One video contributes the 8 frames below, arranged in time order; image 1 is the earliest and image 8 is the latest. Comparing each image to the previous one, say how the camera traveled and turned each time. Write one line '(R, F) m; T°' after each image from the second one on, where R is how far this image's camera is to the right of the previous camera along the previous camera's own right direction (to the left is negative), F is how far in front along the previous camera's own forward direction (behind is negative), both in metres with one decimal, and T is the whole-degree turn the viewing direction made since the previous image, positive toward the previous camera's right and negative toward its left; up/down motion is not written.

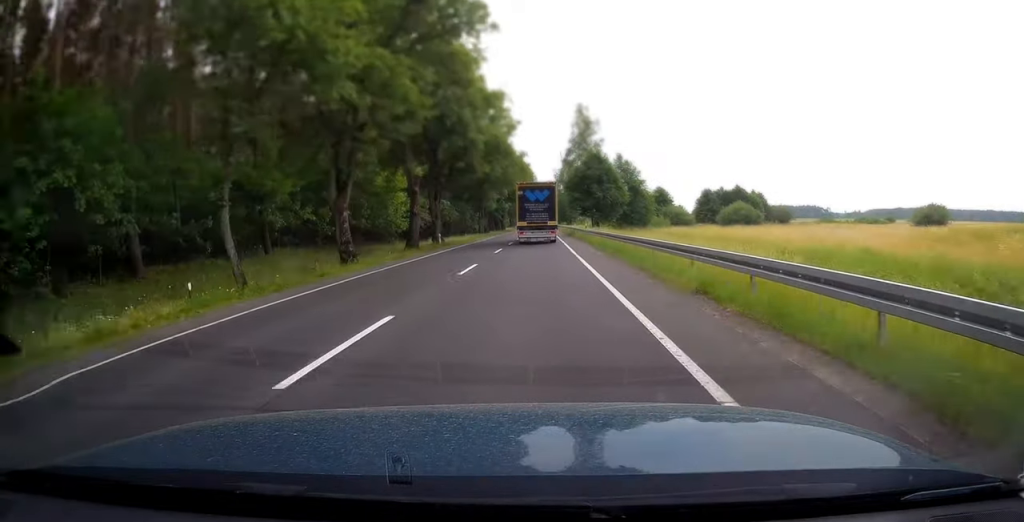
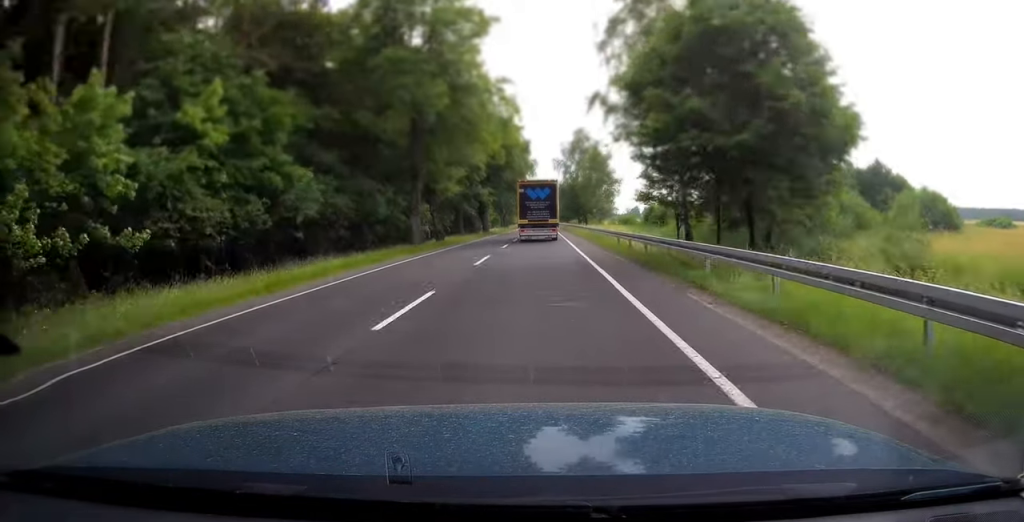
(-0.4, +44.7) m; 0°
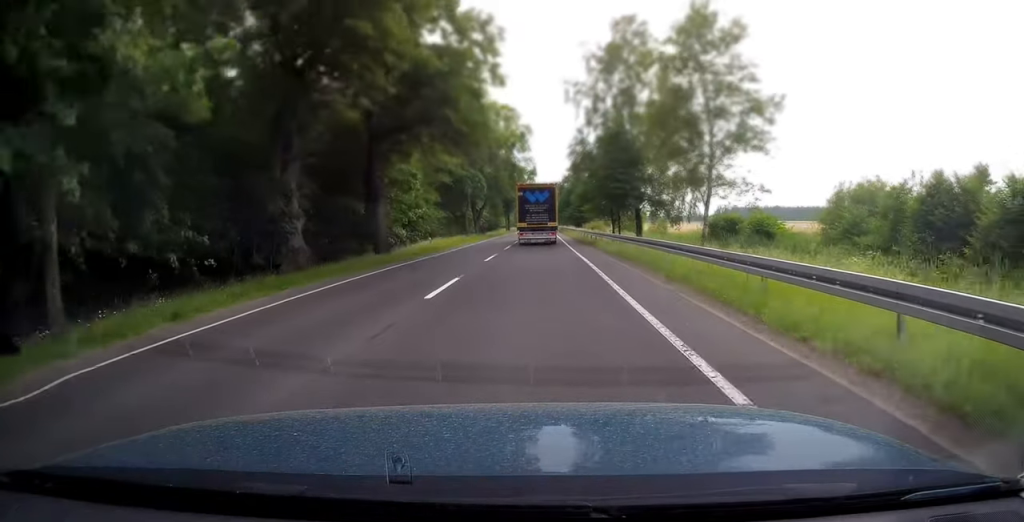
(+0.2, +55.4) m; +1°
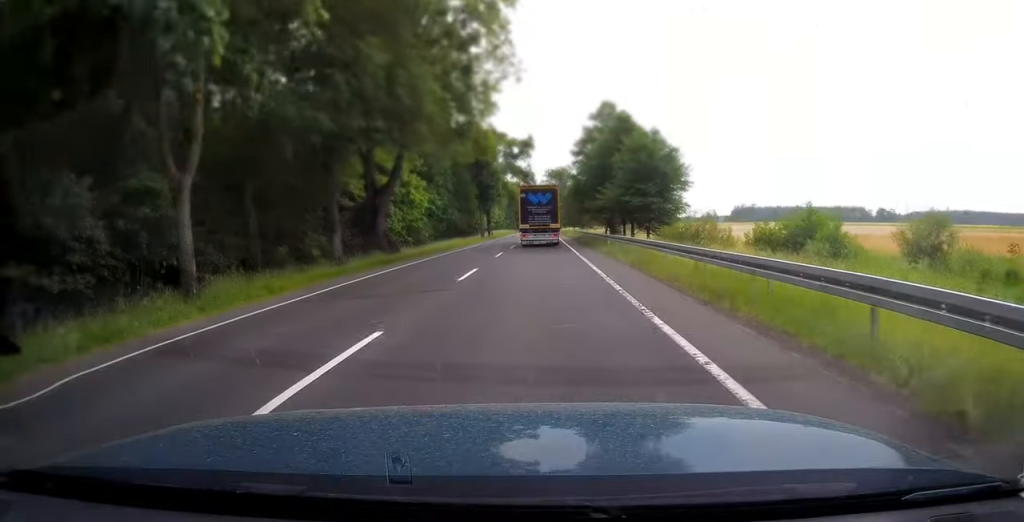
(+0.3, +55.4) m; 0°
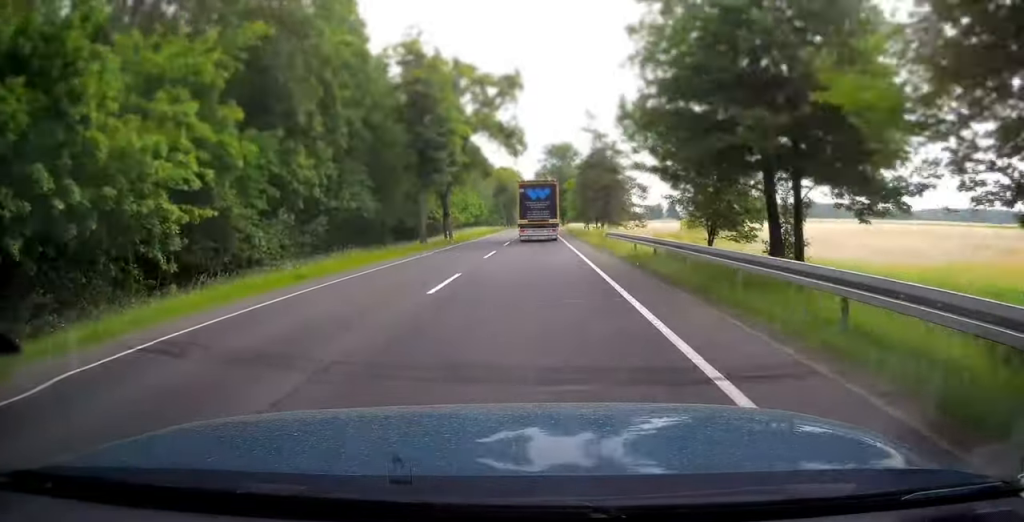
(-0.1, +39.4) m; -1°
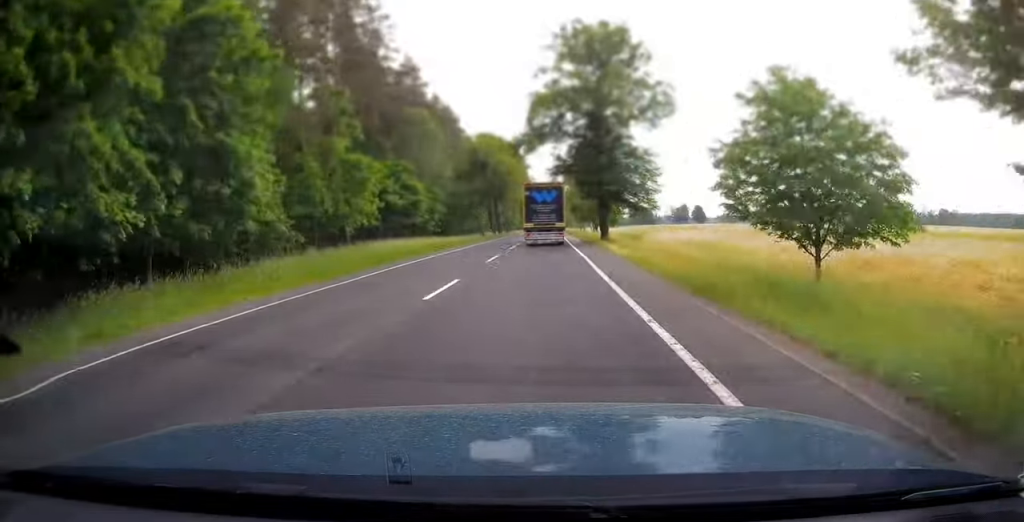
(-0.4, +66.0) m; 0°
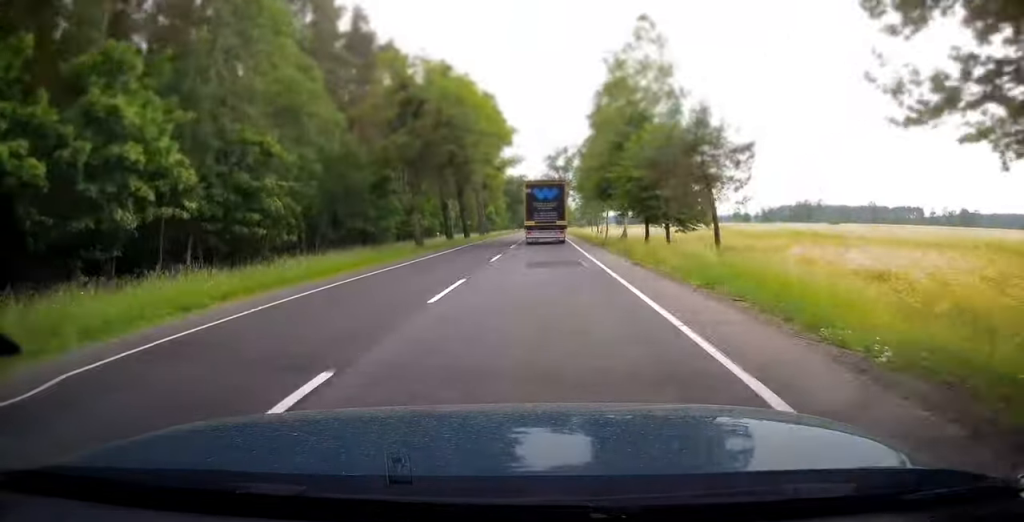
(0.0, +39.5) m; 0°
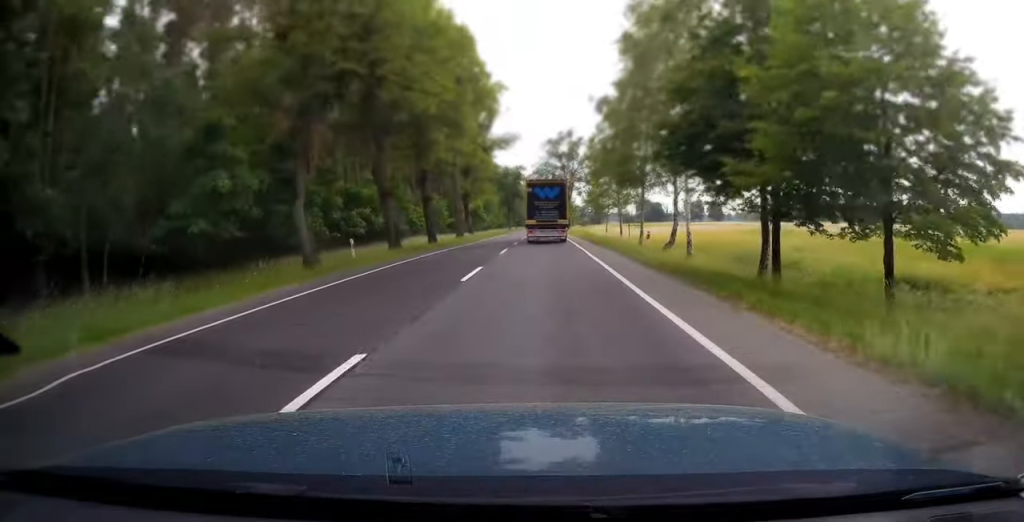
(+0.1, +20.0) m; 0°
